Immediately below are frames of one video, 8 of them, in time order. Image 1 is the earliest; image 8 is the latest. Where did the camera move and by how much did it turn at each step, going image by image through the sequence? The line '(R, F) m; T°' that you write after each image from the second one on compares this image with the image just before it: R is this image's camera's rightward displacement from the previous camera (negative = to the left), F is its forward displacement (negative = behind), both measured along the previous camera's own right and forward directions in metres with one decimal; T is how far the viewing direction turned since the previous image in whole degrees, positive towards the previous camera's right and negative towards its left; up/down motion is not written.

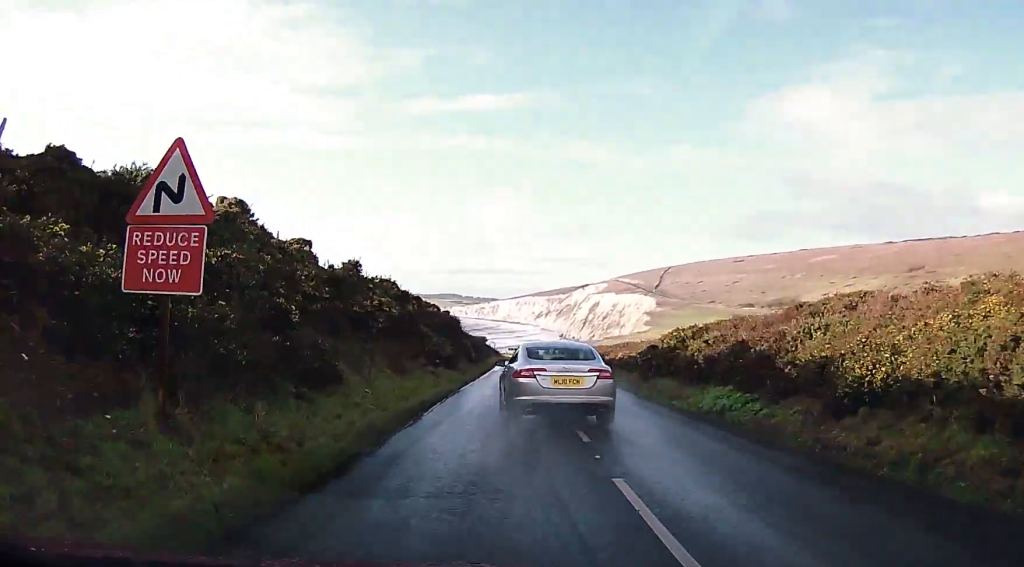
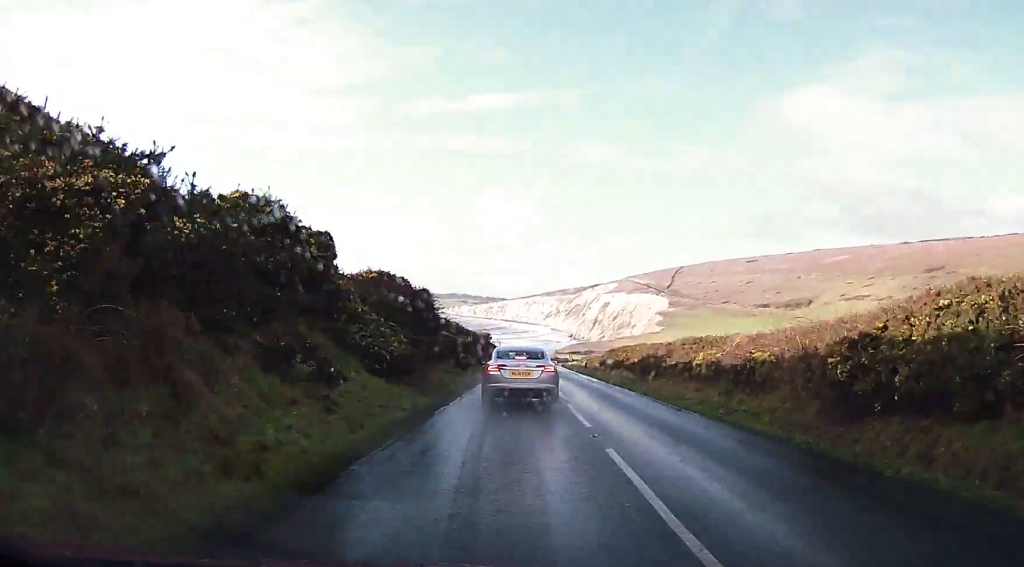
(+0.2, +15.4) m; -1°
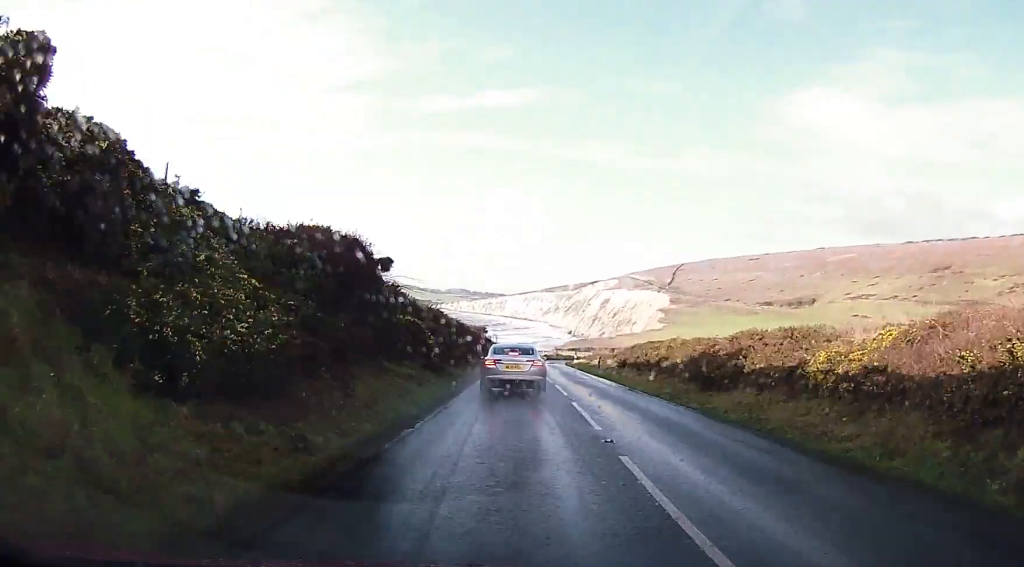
(-0.1, +9.5) m; -1°
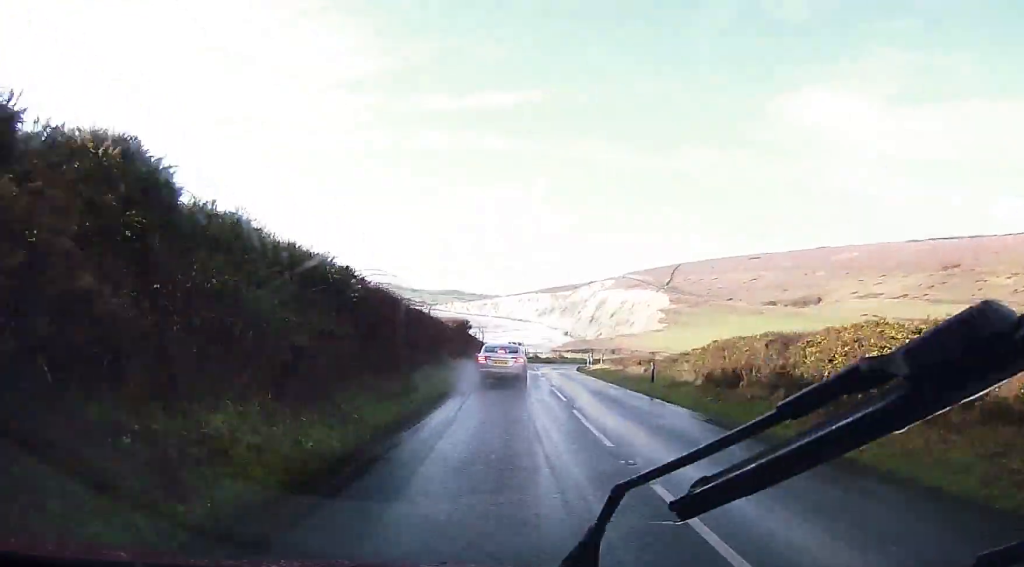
(-0.4, +20.2) m; 0°
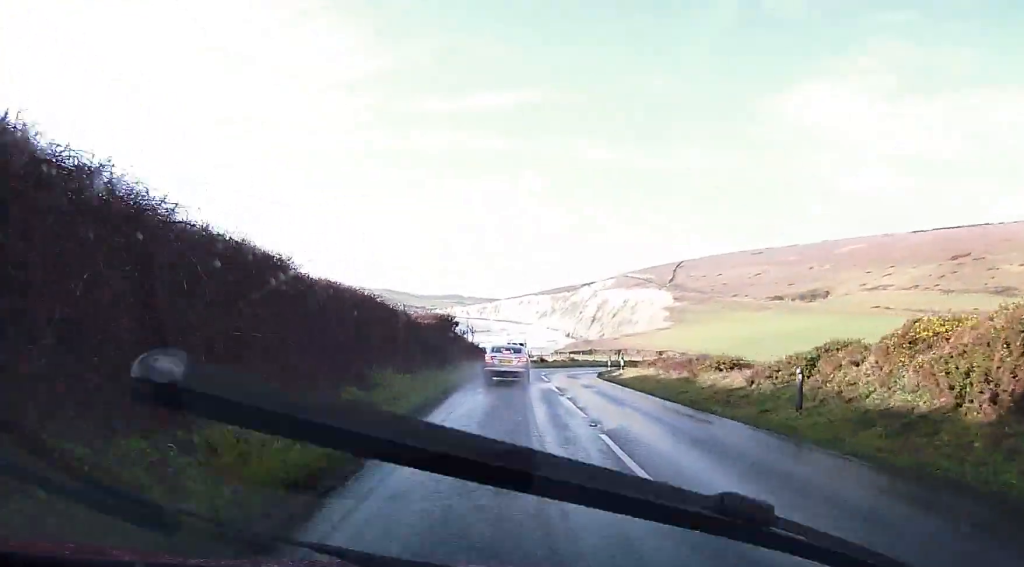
(+0.4, +14.2) m; +2°
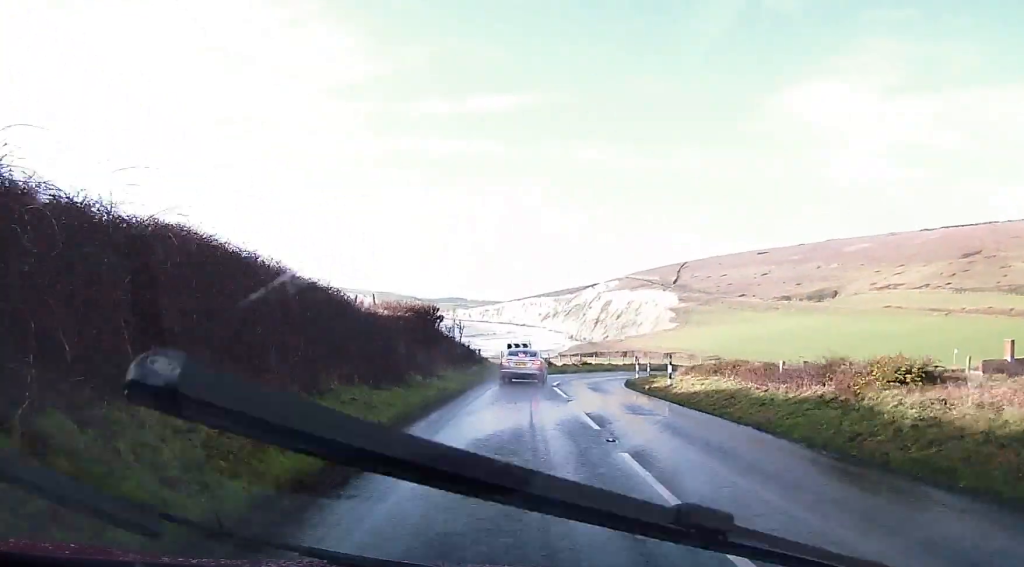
(+0.2, +11.1) m; 0°
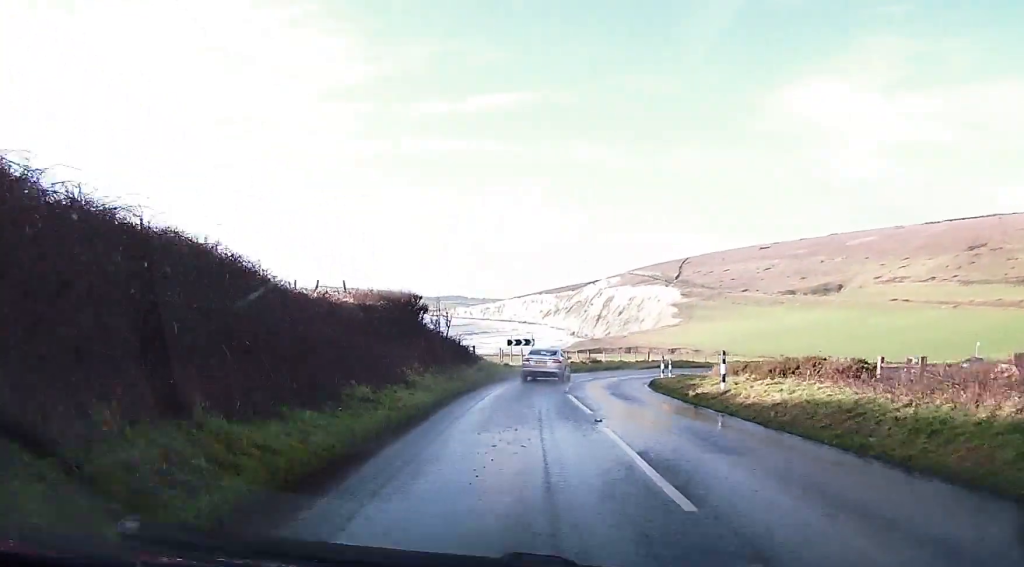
(-0.3, +6.8) m; -1°
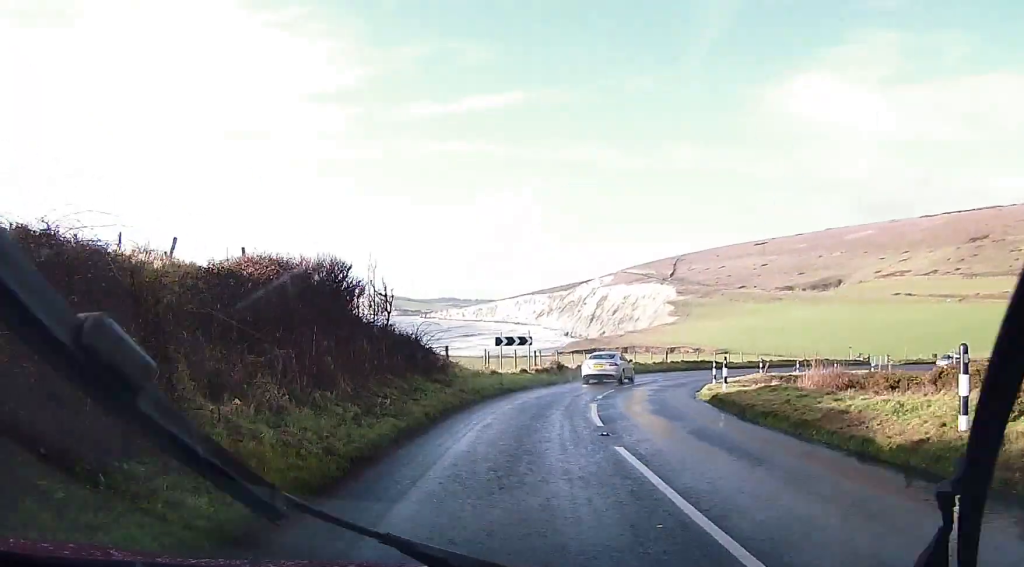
(0.0, +11.5) m; -1°
